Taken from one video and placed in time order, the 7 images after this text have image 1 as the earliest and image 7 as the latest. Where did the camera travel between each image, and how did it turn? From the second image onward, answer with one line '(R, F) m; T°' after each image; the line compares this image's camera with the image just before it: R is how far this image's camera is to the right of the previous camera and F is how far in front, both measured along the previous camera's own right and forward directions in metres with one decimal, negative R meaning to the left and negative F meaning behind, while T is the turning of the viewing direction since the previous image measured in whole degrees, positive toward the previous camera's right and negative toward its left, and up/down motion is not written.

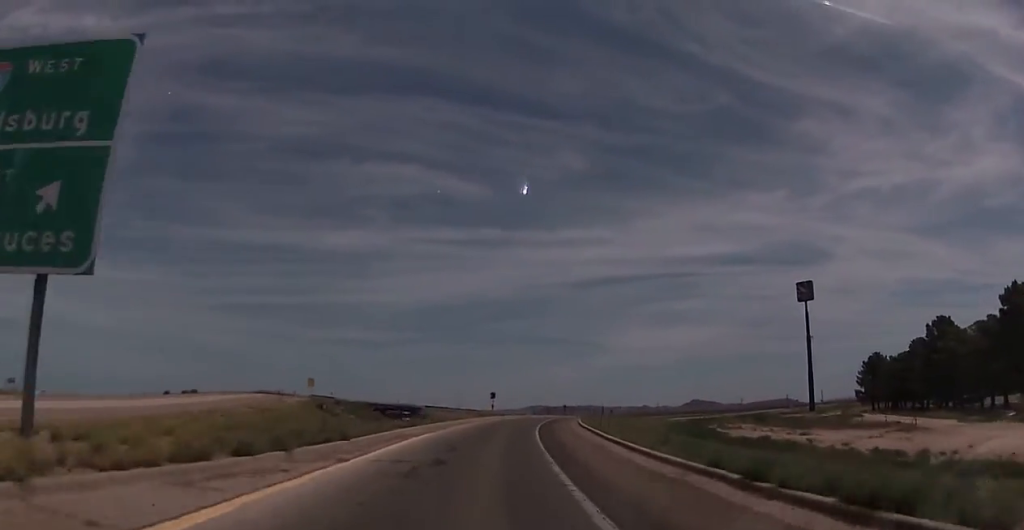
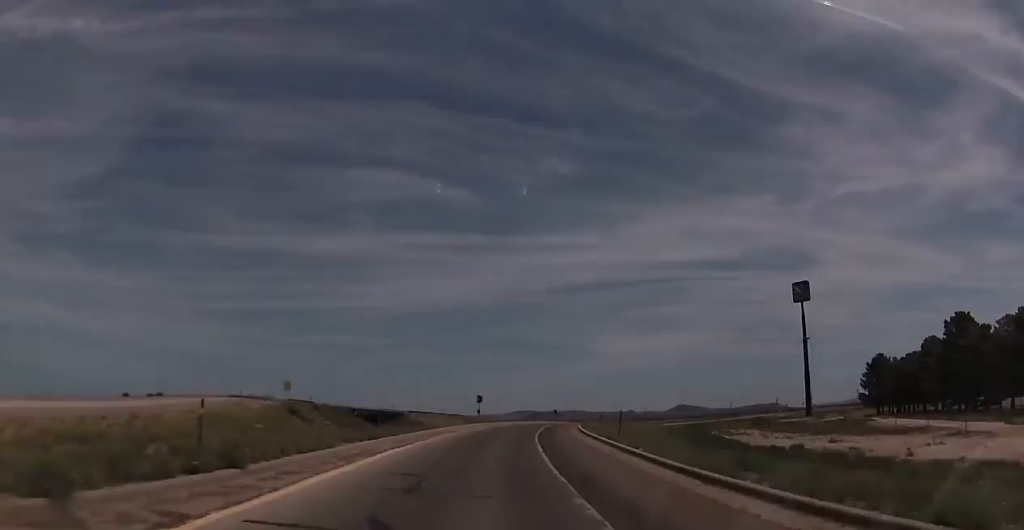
(+0.2, +7.3) m; +1°
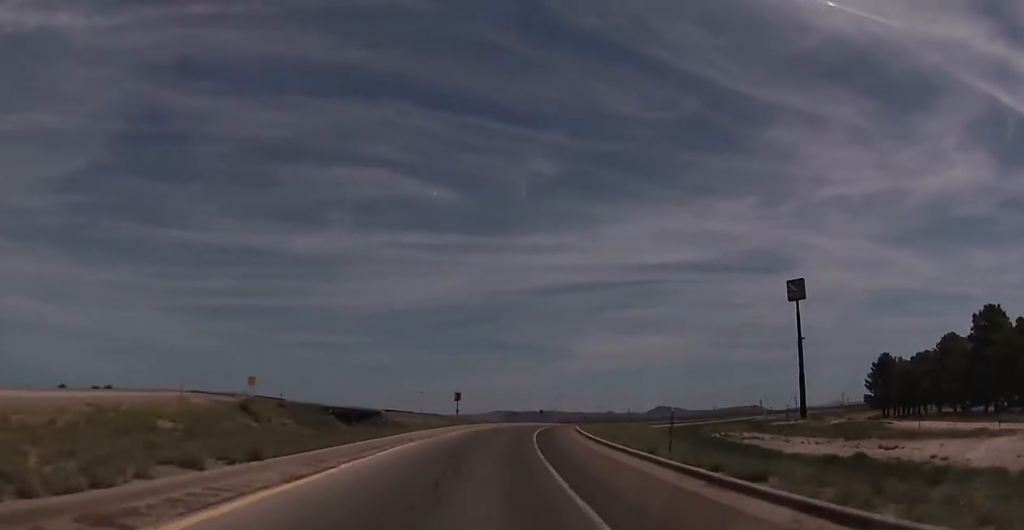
(+0.1, +9.7) m; +1°
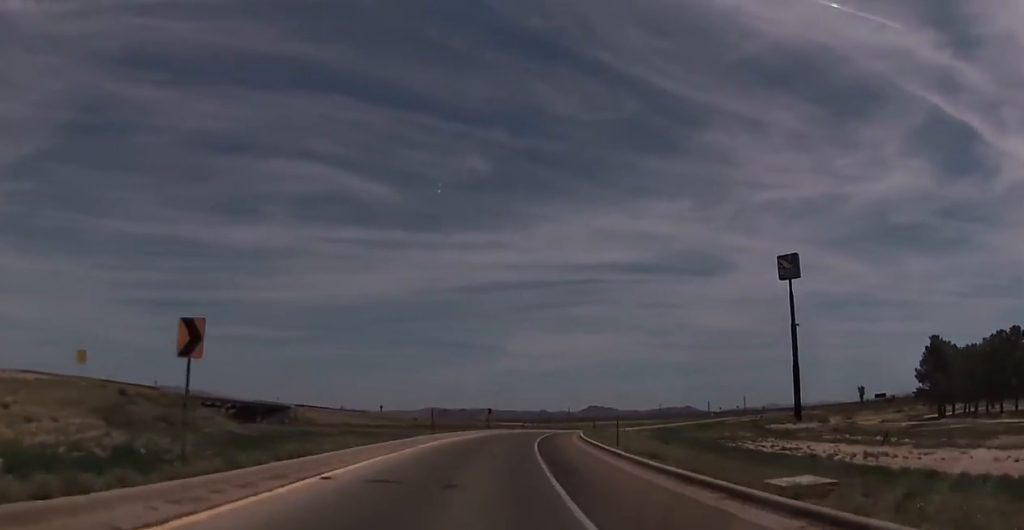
(+1.4, +37.4) m; +5°
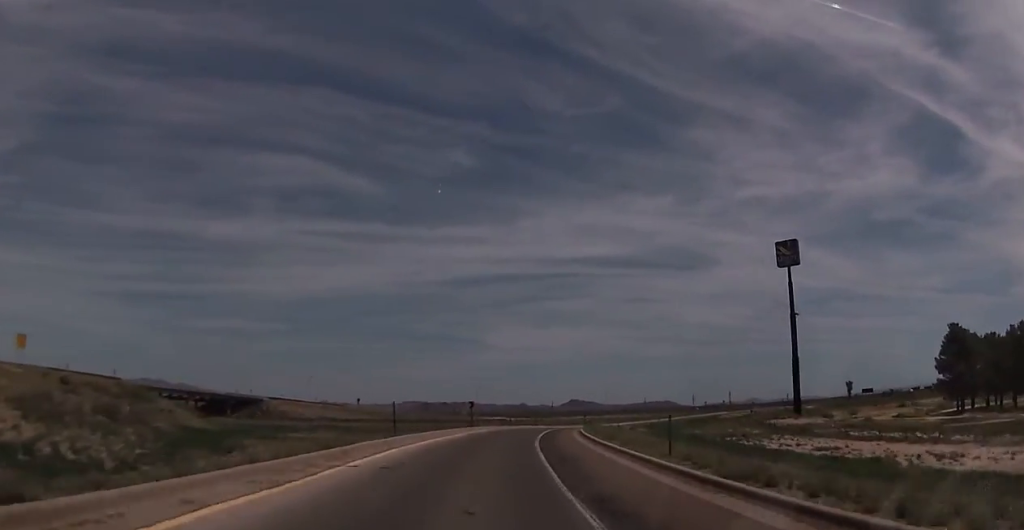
(+0.2, +9.6) m; +1°
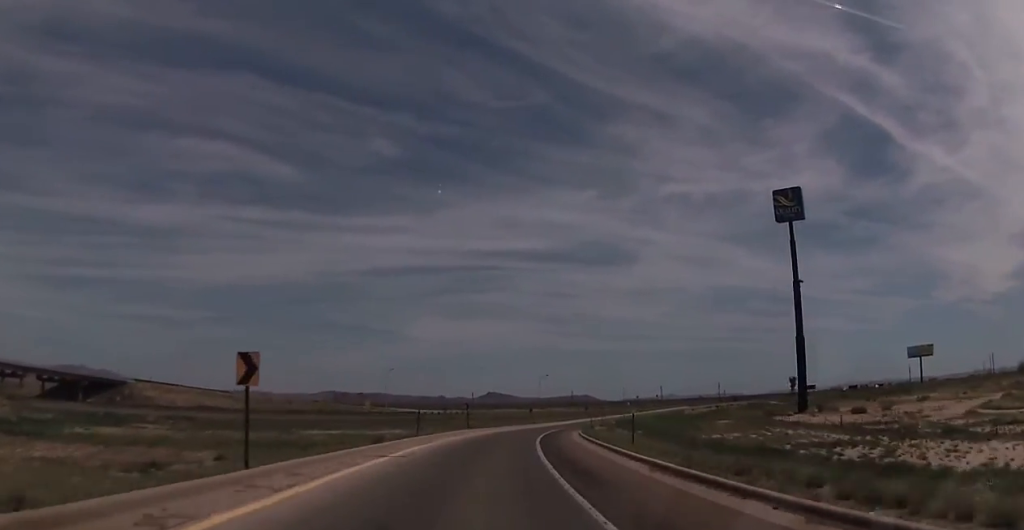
(+2.6, +39.6) m; +8°
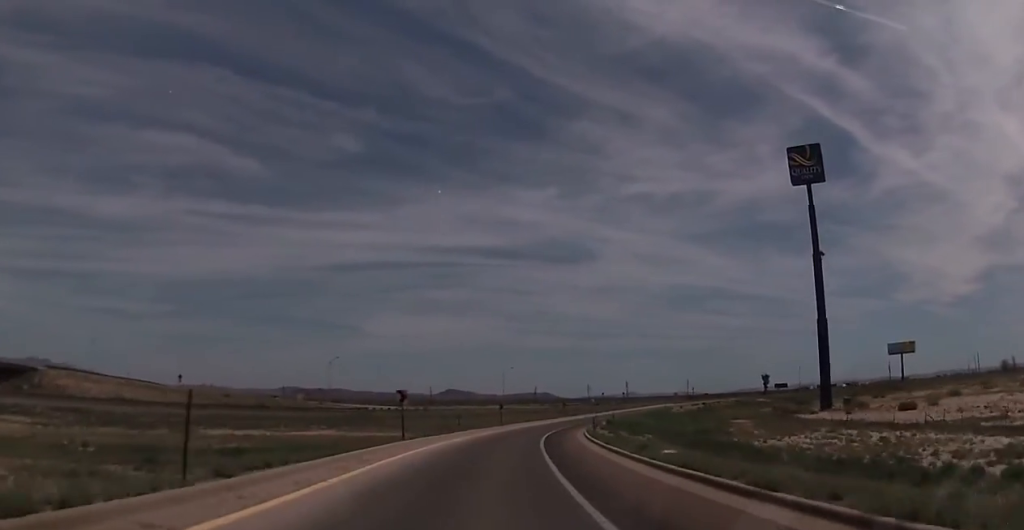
(+0.7, +22.7) m; +4°
